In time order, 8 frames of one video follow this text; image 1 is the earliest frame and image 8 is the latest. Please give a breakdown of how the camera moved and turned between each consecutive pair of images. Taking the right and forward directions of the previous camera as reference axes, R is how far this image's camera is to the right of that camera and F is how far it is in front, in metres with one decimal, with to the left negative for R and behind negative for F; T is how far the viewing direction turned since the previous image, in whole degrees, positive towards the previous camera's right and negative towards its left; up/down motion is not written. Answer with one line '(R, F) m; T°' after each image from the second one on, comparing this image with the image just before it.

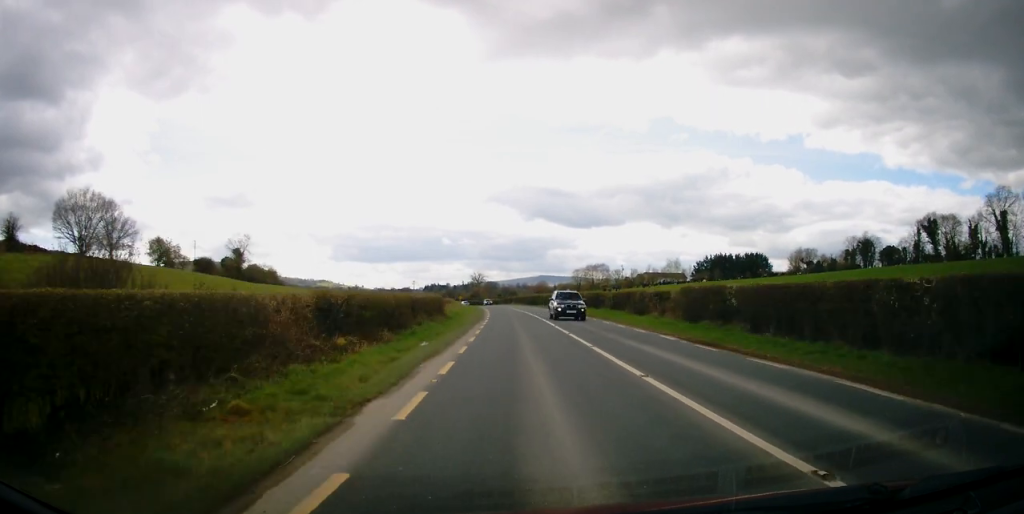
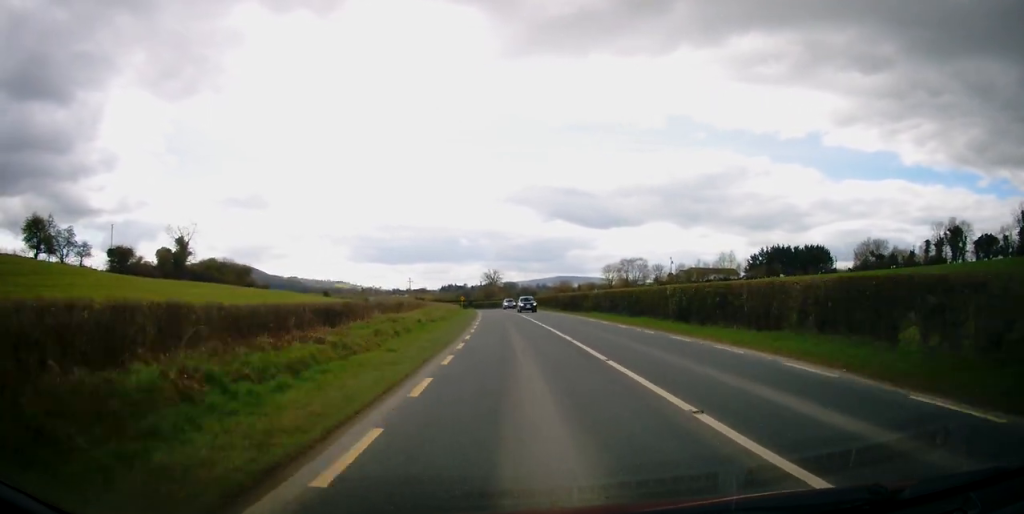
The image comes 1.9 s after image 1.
(-0.2, +42.7) m; -1°
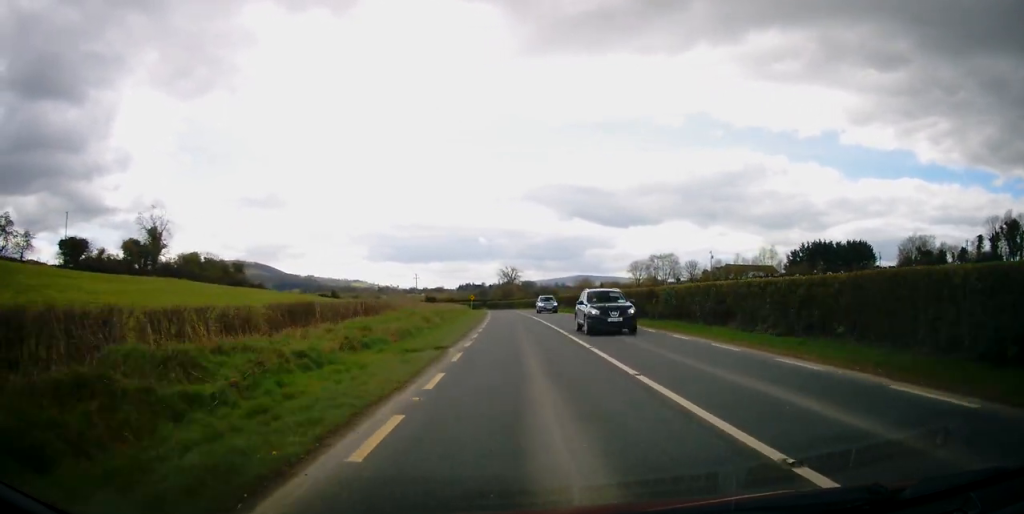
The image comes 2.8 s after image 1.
(-0.1, +19.5) m; -1°
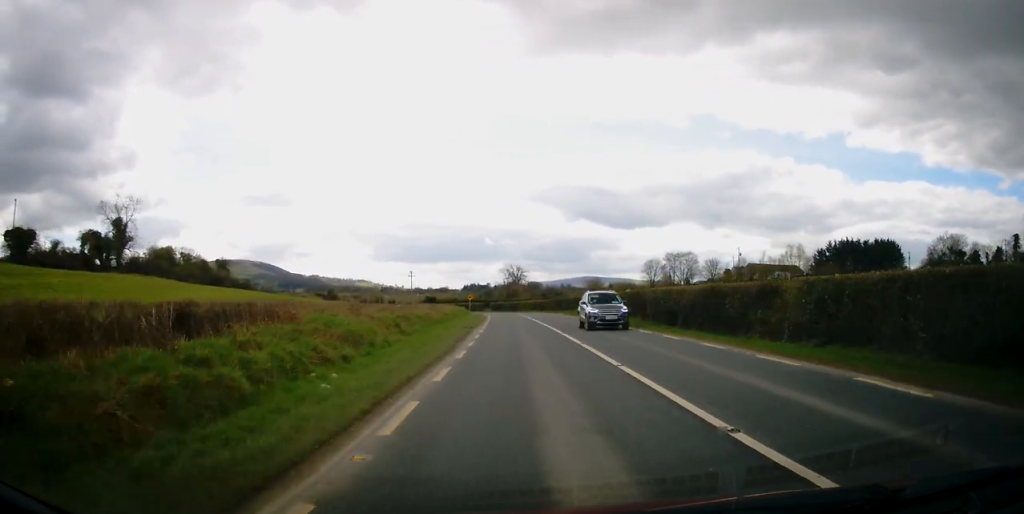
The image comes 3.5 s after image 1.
(0.0, +15.2) m; -1°
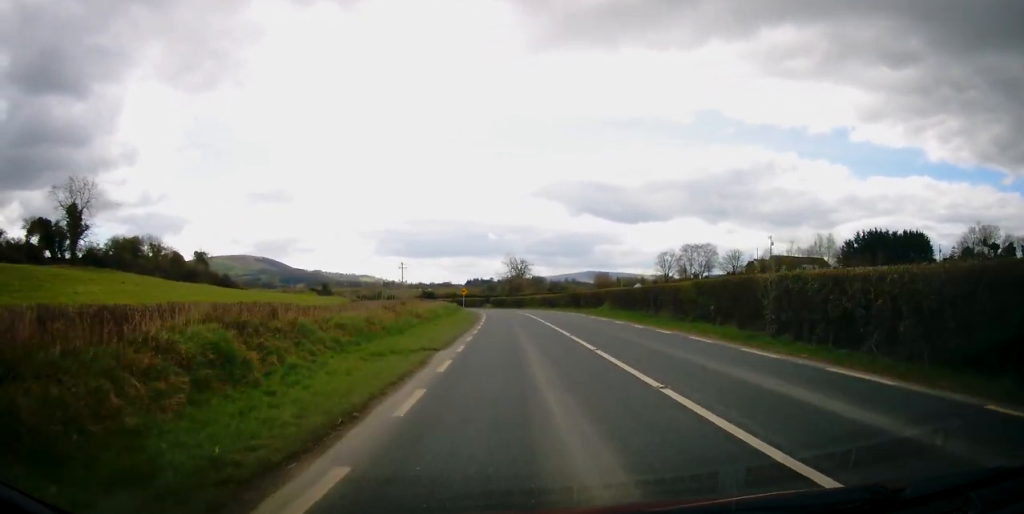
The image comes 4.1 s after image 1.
(-0.3, +15.3) m; -1°
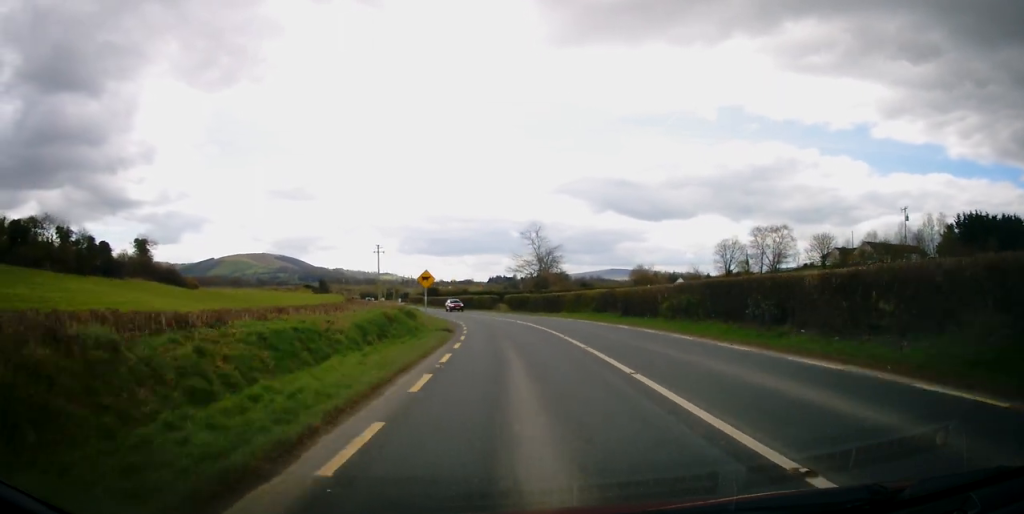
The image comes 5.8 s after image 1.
(-0.8, +38.8) m; -3°
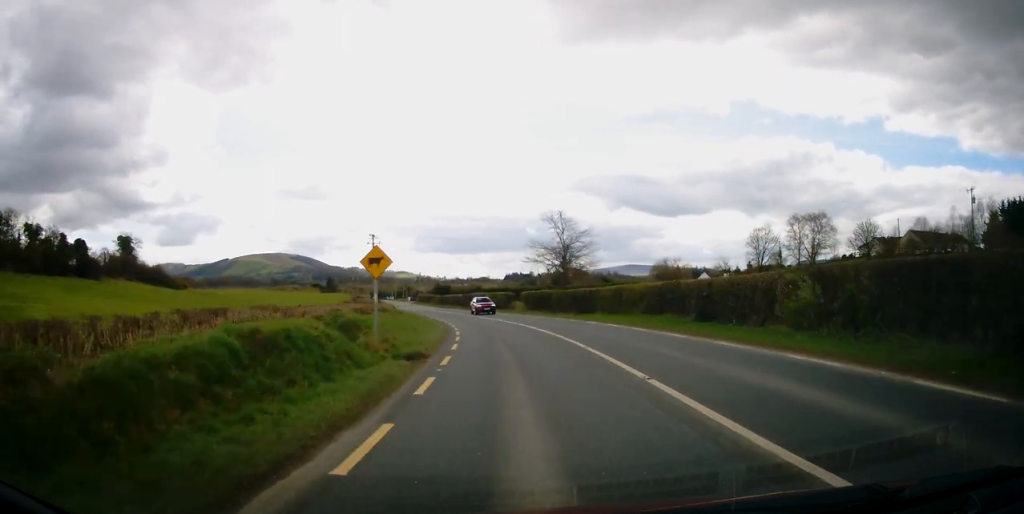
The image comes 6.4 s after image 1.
(-0.1, +12.1) m; -1°
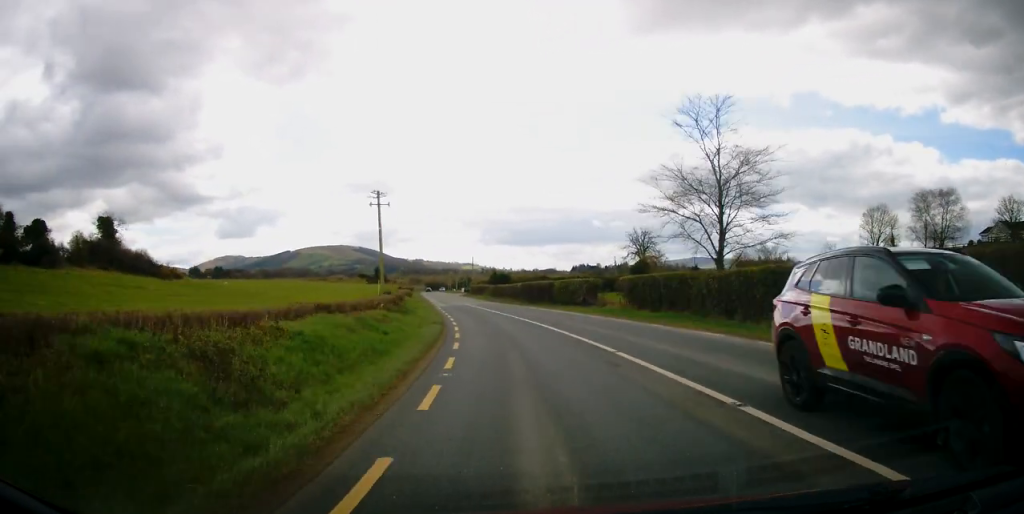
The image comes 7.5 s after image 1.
(-0.6, +26.4) m; -4°
